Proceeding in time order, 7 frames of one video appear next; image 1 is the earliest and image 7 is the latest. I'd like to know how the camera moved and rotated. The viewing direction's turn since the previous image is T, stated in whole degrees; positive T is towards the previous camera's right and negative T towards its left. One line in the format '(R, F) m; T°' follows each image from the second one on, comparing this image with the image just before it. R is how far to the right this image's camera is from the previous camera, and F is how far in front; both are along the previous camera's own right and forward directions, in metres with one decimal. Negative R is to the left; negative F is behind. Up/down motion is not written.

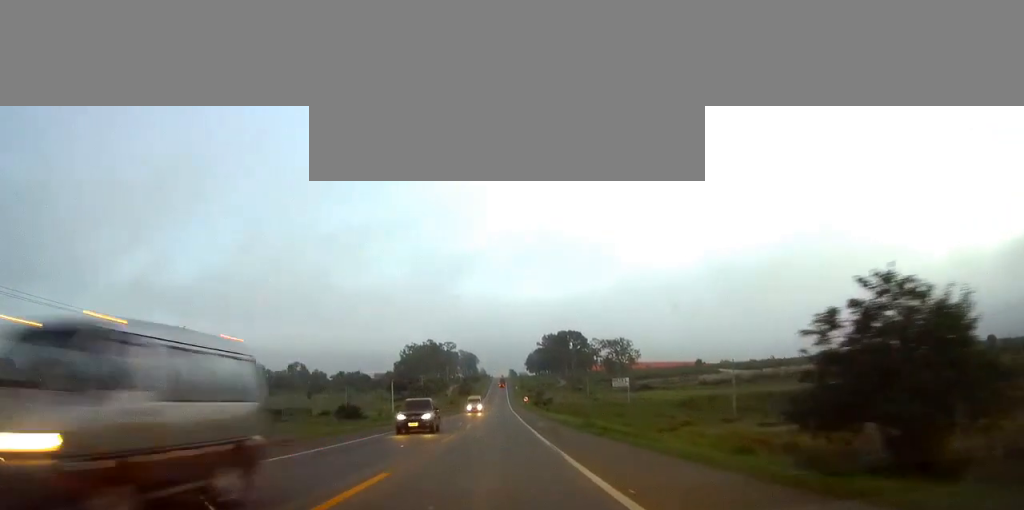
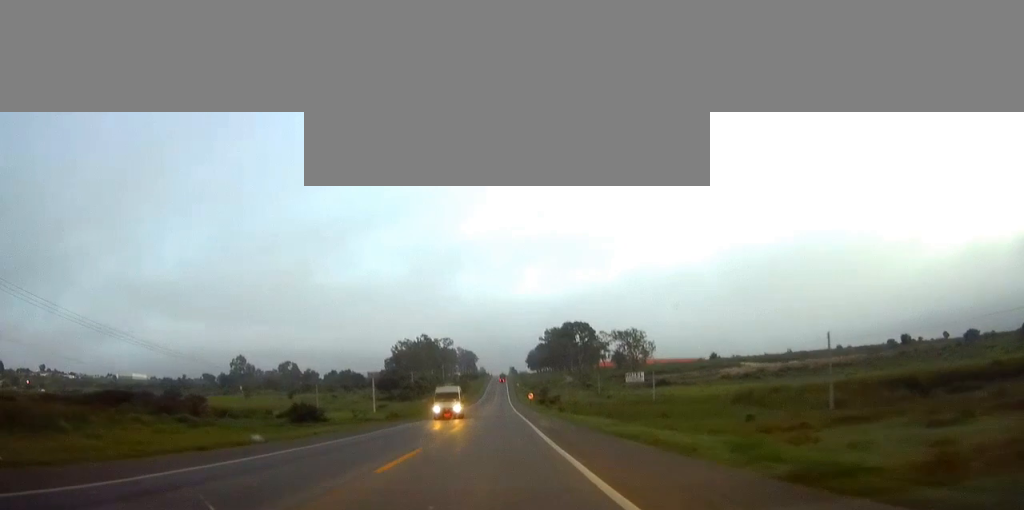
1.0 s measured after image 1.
(-0.1, +26.5) m; 0°
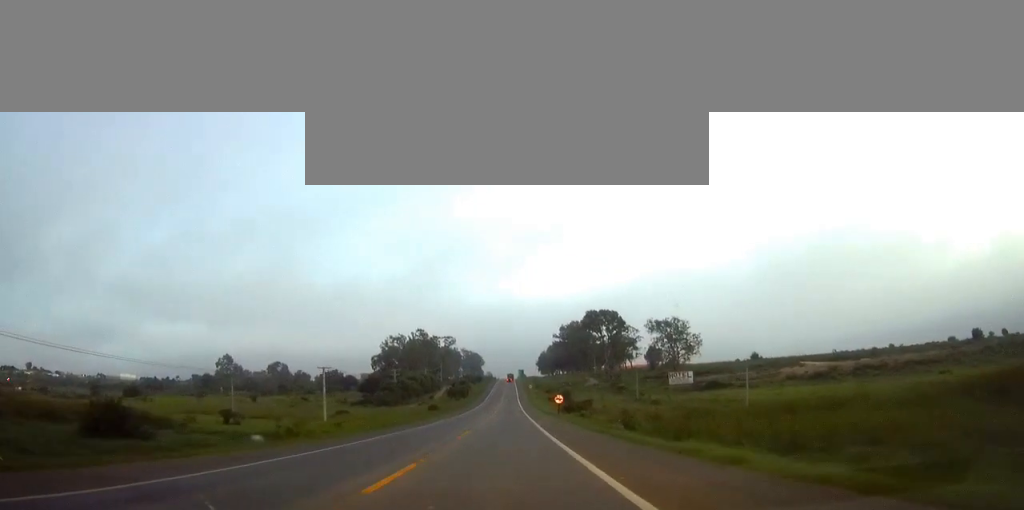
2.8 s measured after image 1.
(-0.1, +50.1) m; 0°
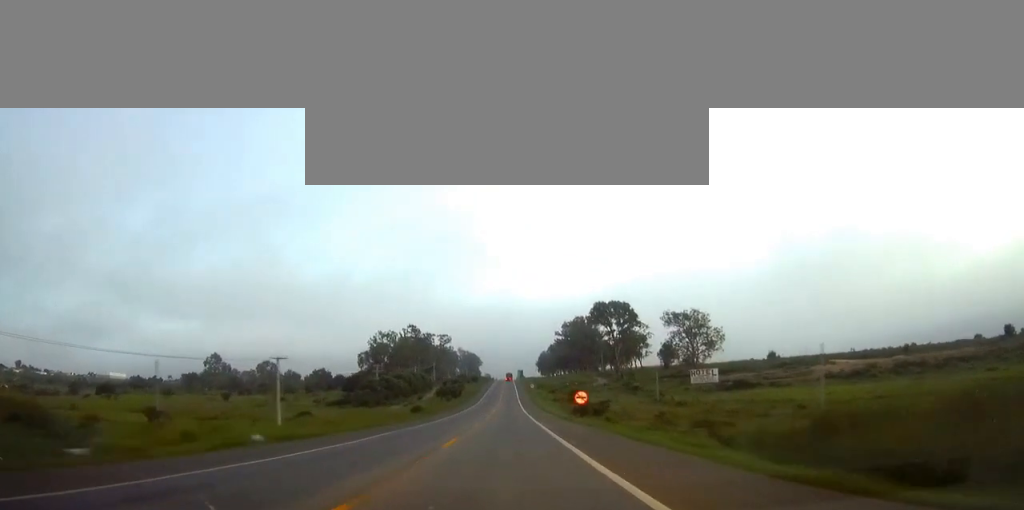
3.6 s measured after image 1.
(0.0, +22.7) m; 0°
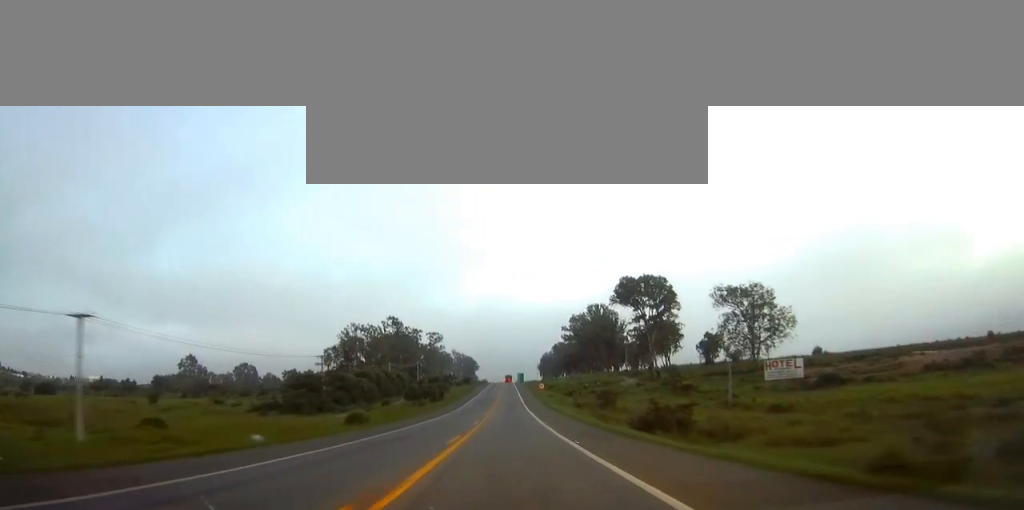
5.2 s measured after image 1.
(0.0, +45.9) m; 0°
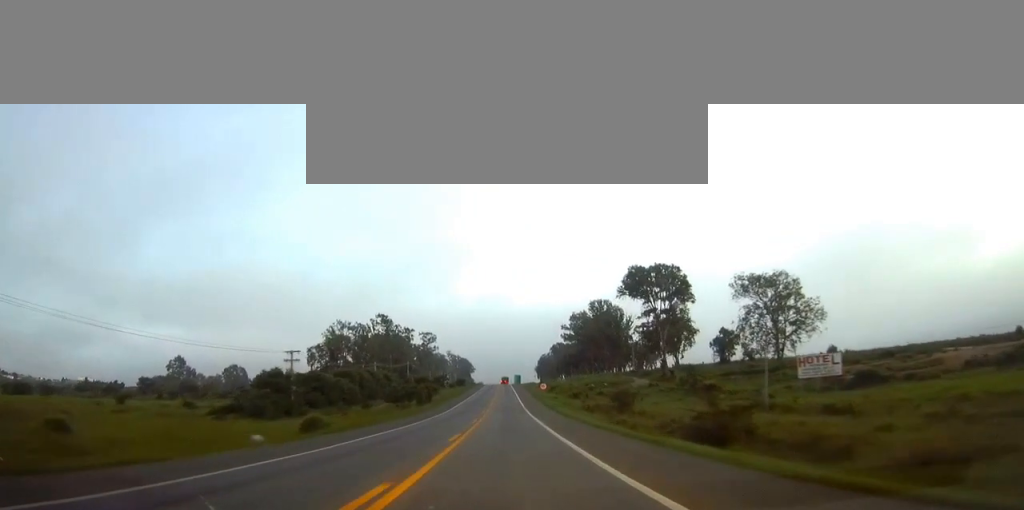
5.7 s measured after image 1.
(0.0, +14.4) m; 0°
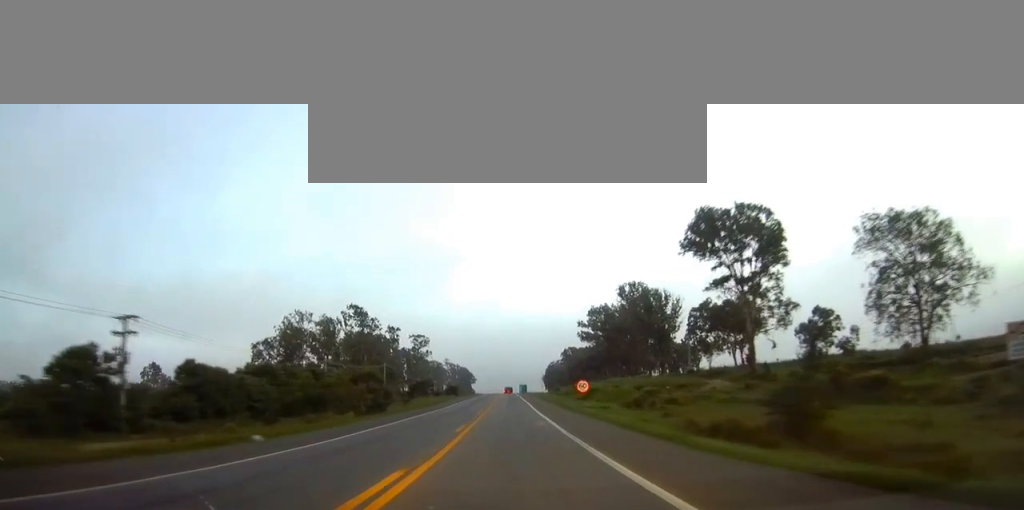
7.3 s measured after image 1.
(+0.1, +47.1) m; 0°
